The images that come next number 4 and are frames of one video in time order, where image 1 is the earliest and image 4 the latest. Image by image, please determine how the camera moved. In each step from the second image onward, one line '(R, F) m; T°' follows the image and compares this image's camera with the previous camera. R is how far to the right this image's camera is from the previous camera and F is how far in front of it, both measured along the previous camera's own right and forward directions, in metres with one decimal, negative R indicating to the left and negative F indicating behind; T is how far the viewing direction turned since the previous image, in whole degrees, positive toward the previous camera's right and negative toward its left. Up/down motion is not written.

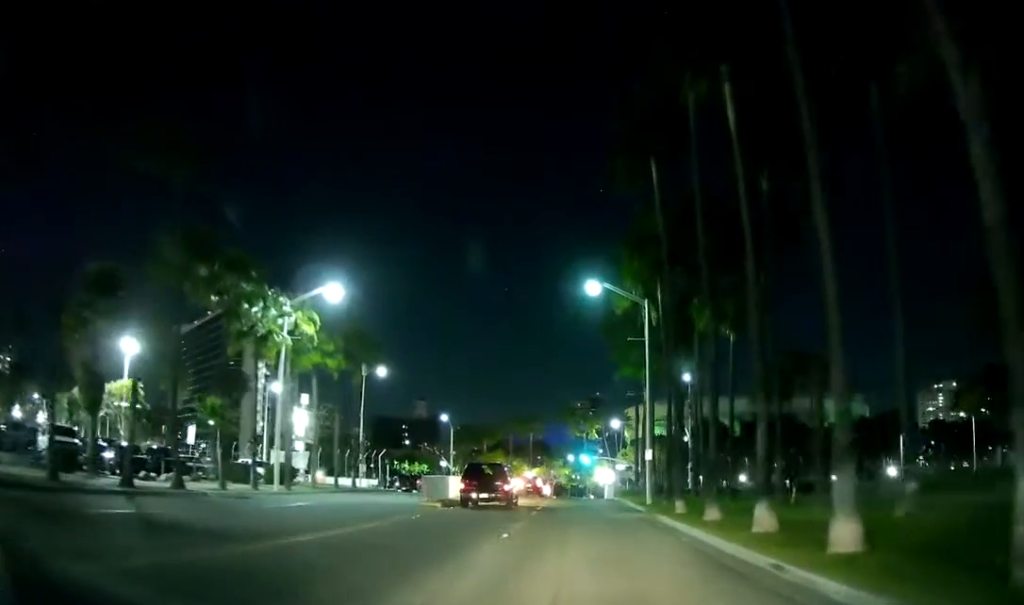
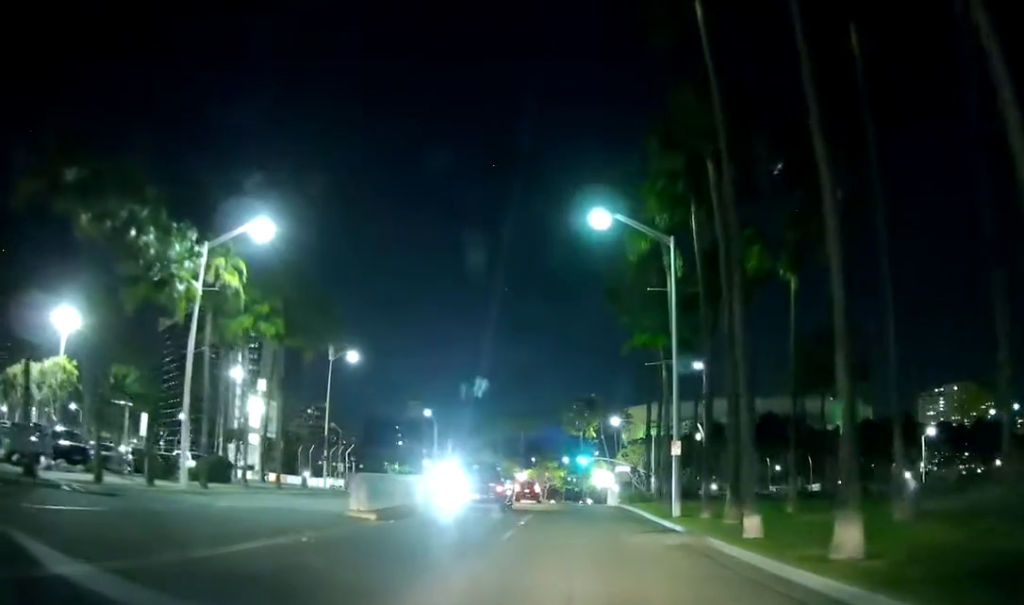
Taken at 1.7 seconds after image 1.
(0.0, +10.4) m; 0°
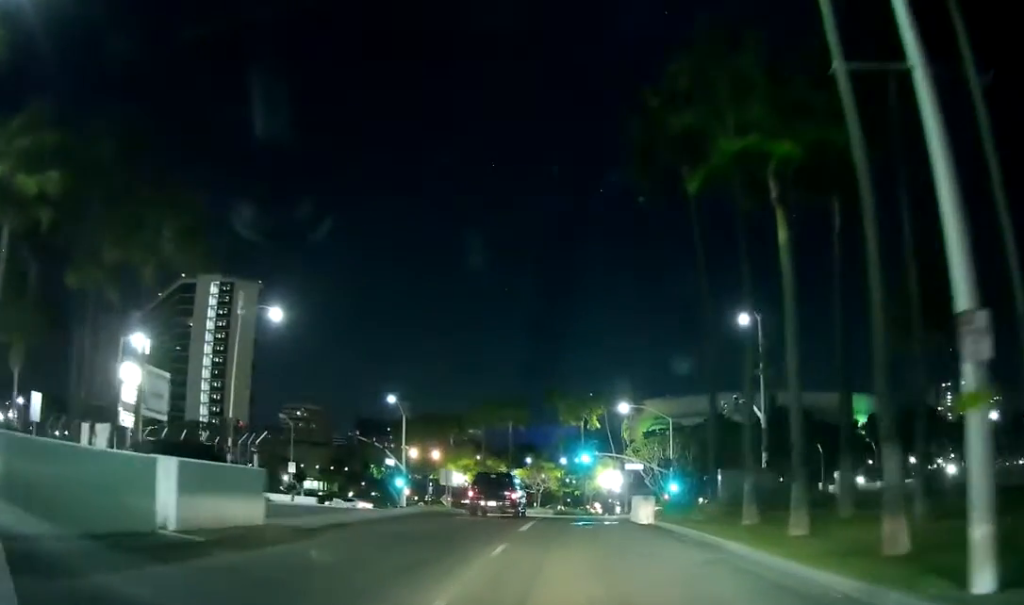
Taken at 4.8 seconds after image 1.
(+0.7, +18.9) m; +7°
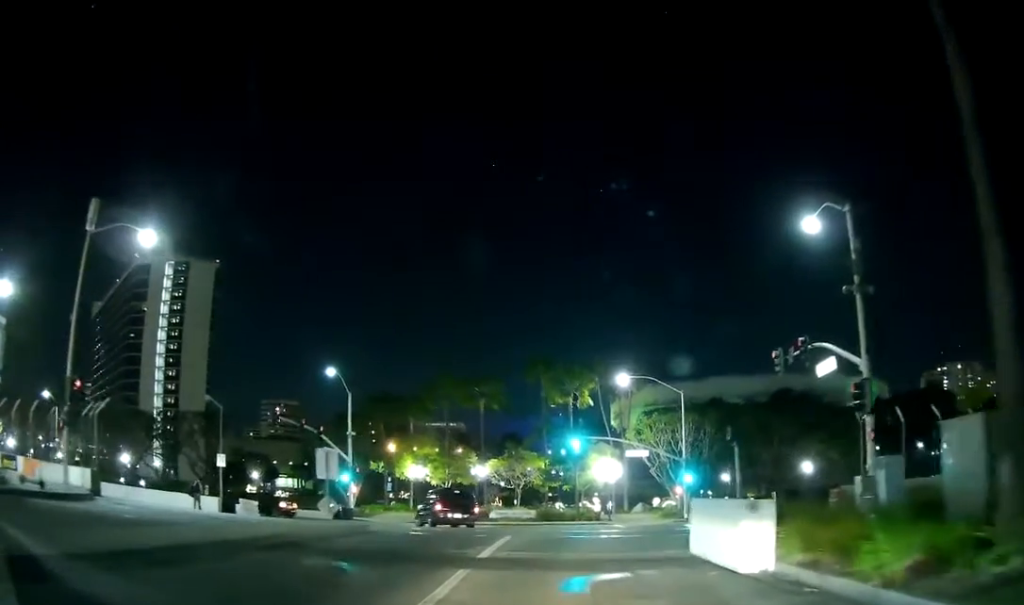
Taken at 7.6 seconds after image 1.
(-1.2, +16.7) m; -7°
